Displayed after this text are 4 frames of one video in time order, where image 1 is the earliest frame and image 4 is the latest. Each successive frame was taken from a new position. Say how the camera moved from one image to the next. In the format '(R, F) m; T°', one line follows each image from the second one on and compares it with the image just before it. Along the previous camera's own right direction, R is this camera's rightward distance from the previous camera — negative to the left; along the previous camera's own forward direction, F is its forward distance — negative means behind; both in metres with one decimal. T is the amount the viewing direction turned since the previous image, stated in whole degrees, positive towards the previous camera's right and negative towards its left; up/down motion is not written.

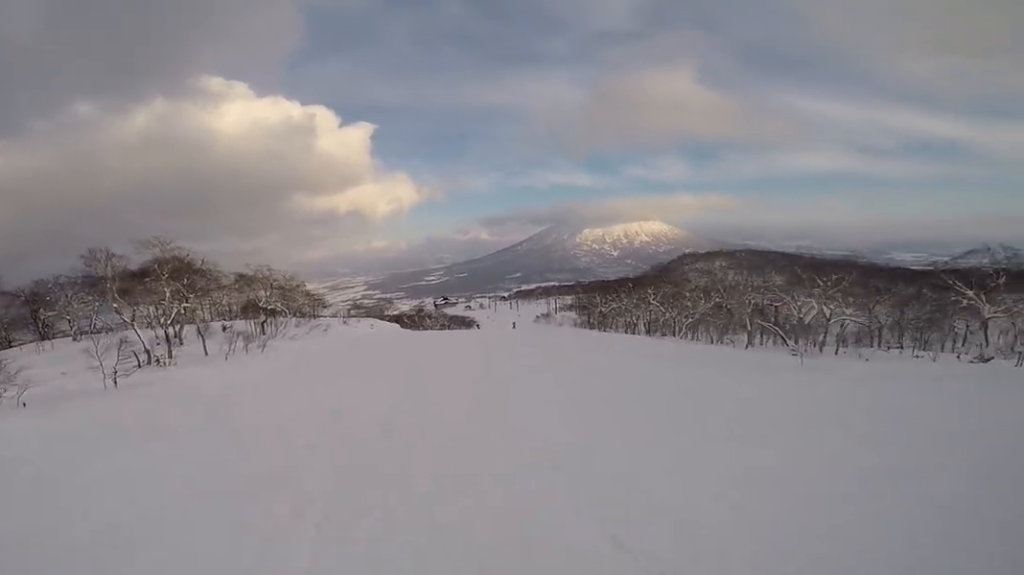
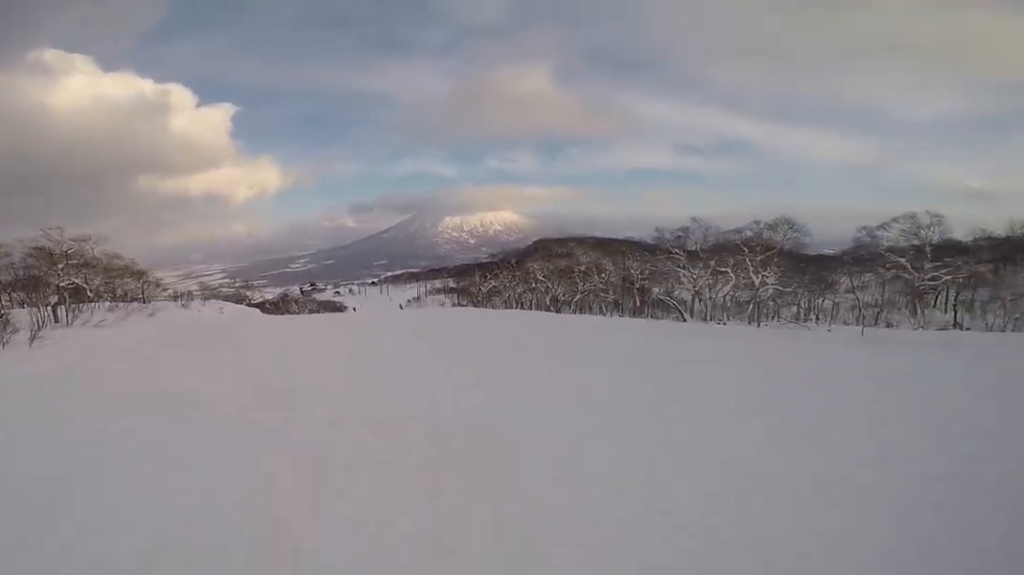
(0.0, +11.1) m; 0°
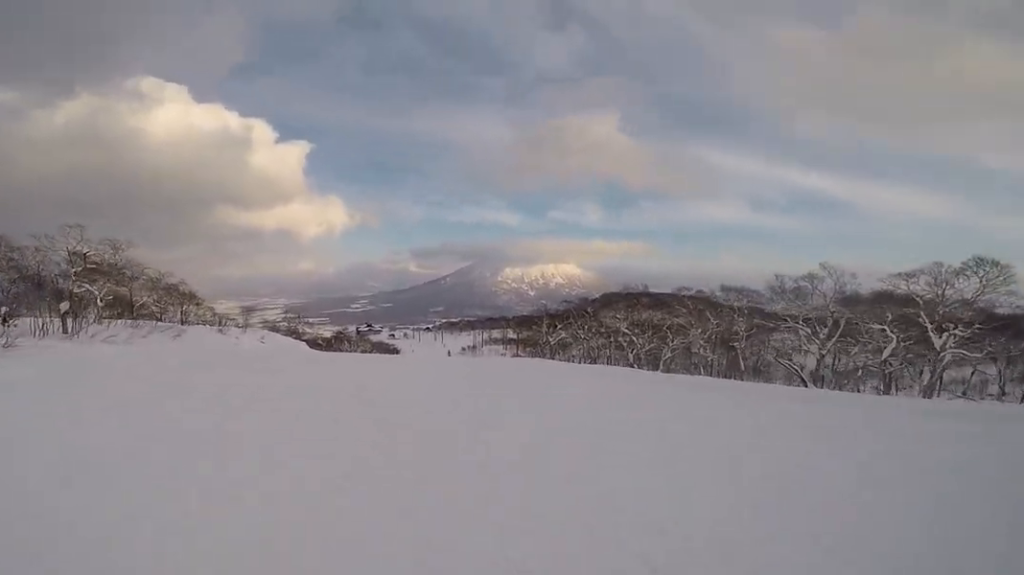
(0.0, +7.3) m; +1°
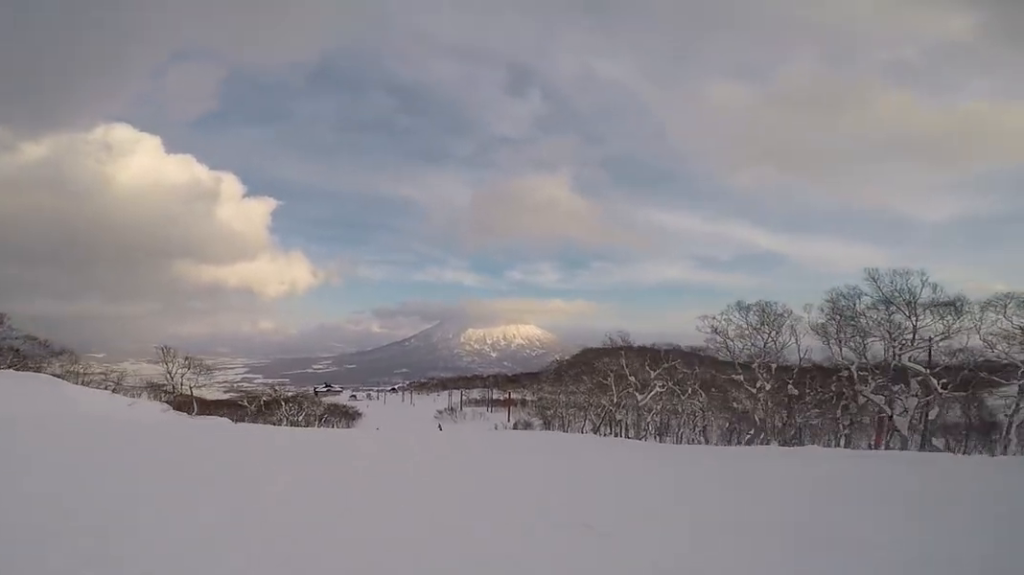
(+8.6, +36.3) m; +9°
